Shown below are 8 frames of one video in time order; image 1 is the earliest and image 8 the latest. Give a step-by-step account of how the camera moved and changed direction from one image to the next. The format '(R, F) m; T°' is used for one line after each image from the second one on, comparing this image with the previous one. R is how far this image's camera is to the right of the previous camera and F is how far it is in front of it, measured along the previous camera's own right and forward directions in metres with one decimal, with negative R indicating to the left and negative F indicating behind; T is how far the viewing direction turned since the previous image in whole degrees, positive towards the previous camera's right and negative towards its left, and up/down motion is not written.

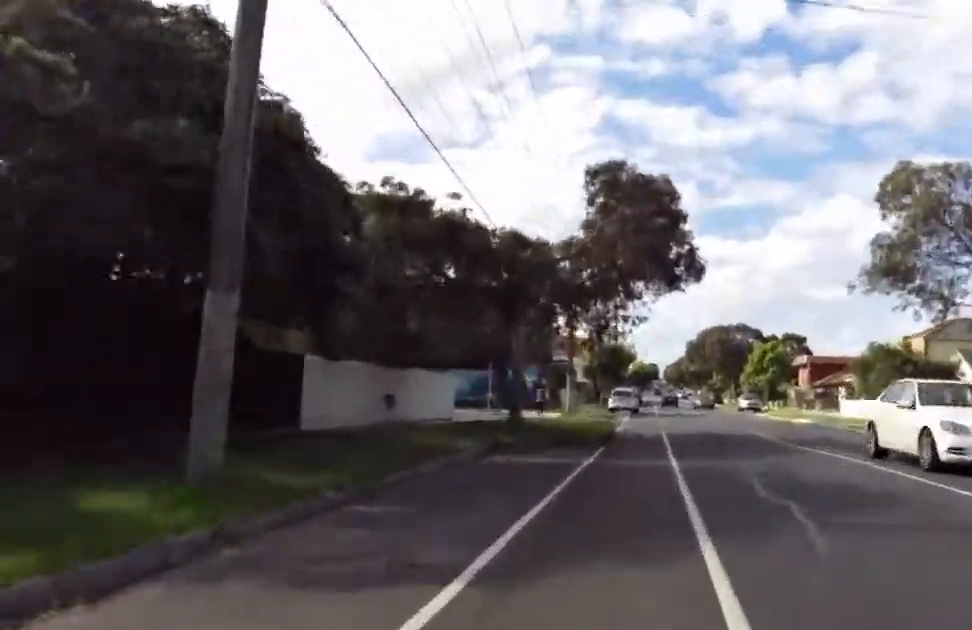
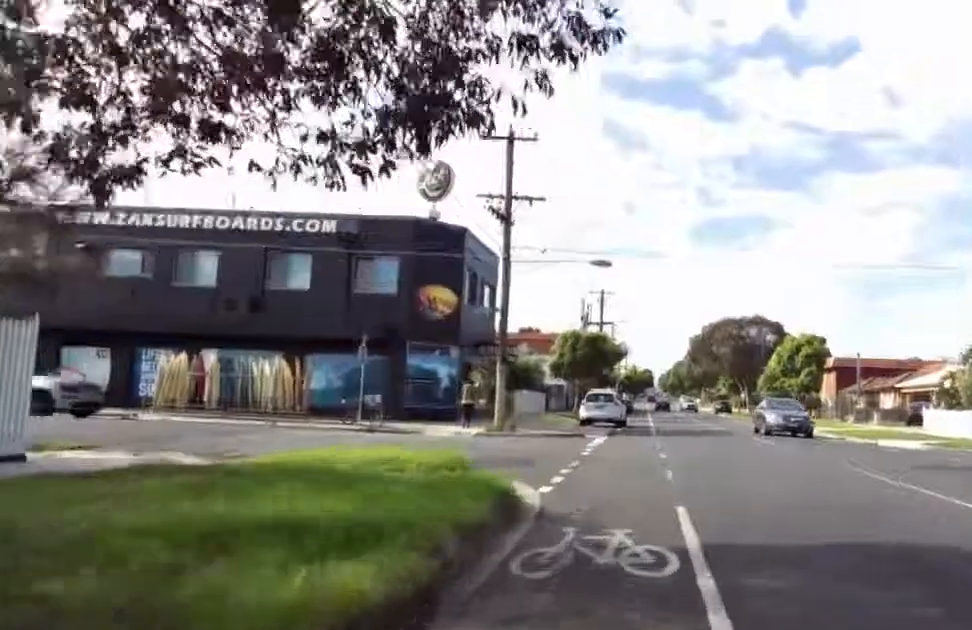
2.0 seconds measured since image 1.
(+0.1, +18.0) m; +2°
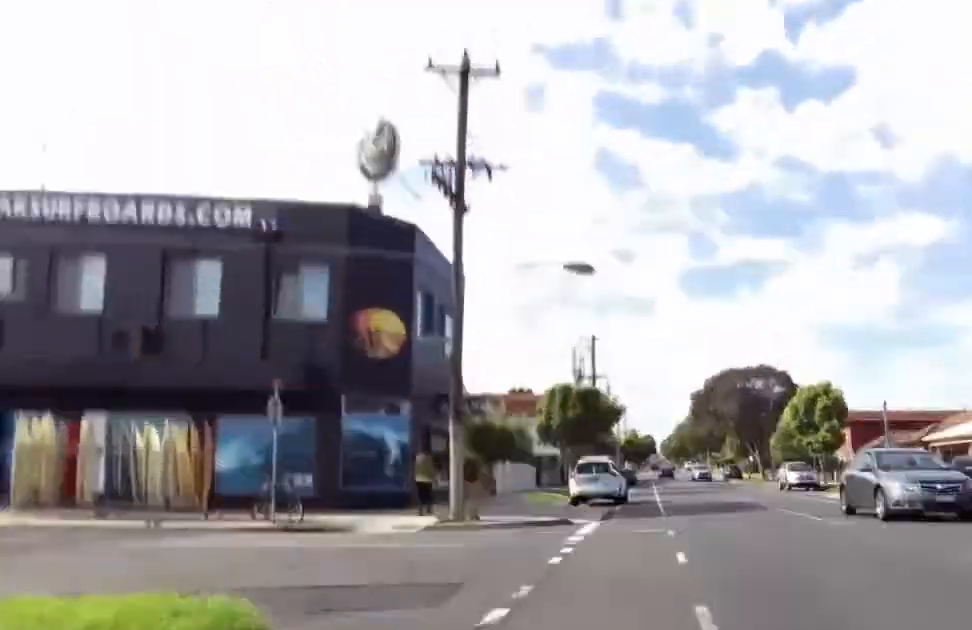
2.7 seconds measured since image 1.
(+0.3, +5.3) m; 0°
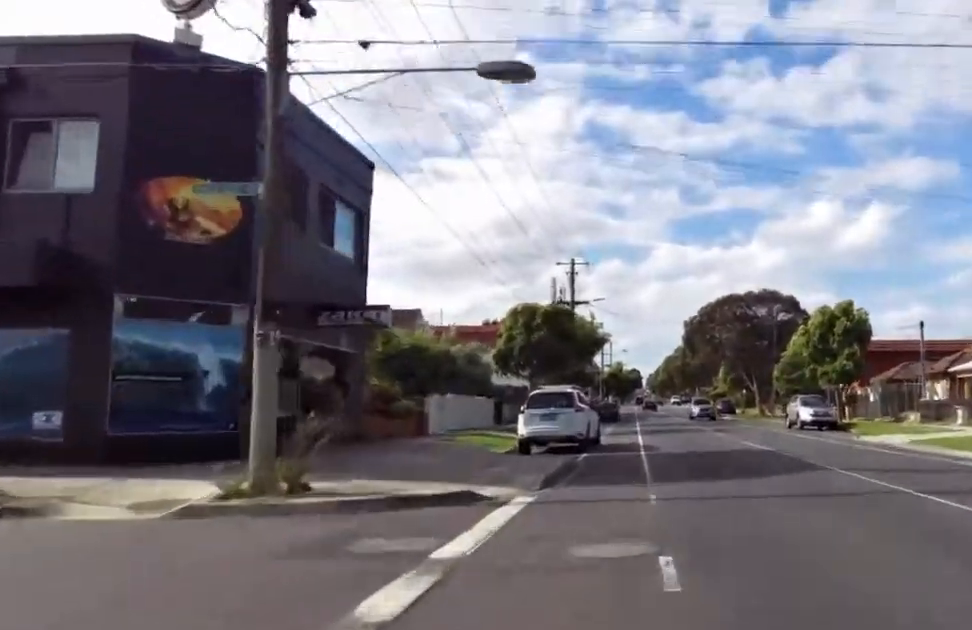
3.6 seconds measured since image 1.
(+0.1, +8.2) m; -1°
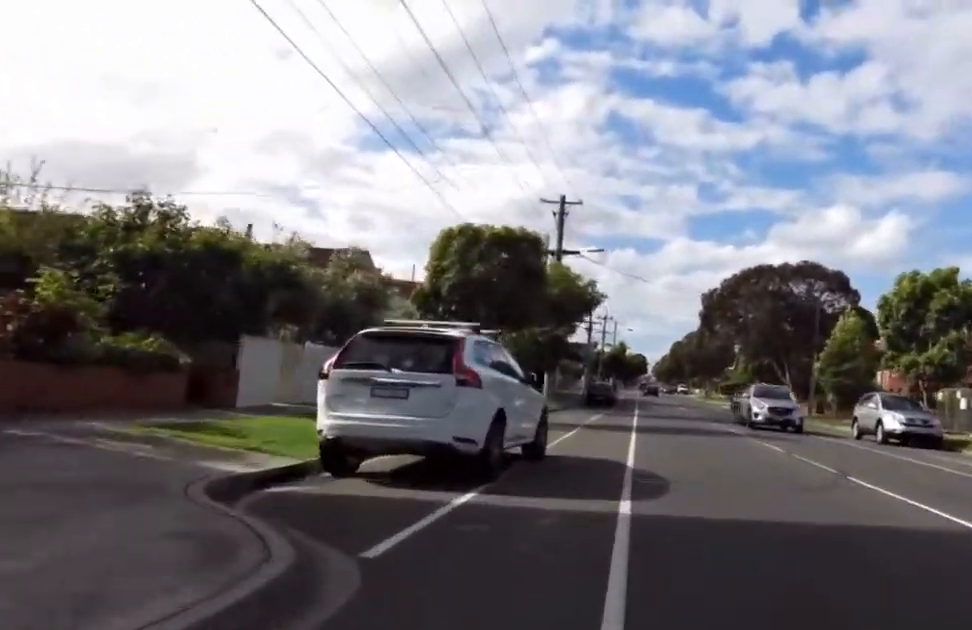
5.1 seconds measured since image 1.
(+0.1, +12.3) m; +1°
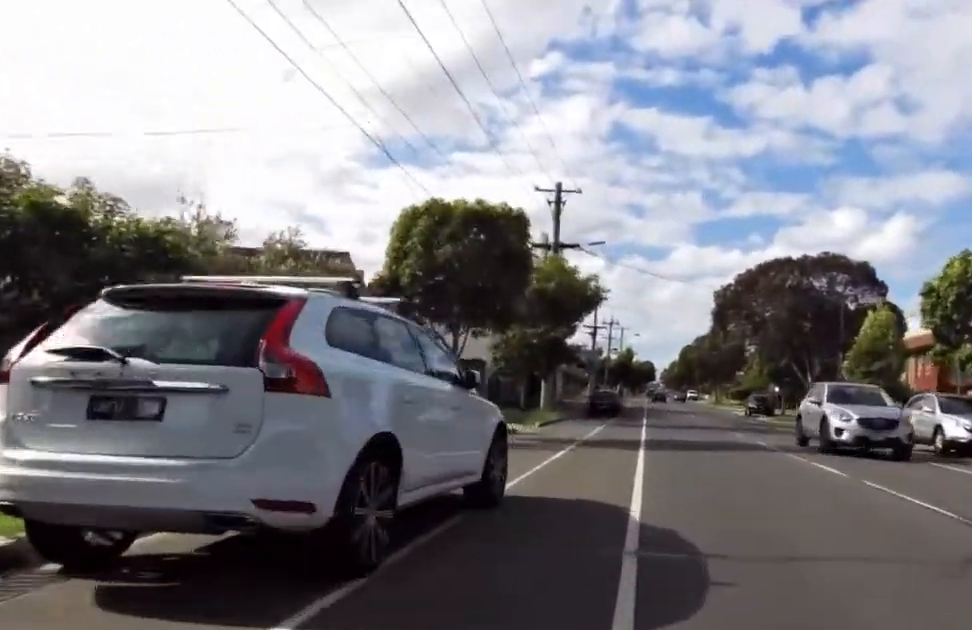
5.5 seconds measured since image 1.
(-0.1, +3.9) m; 0°
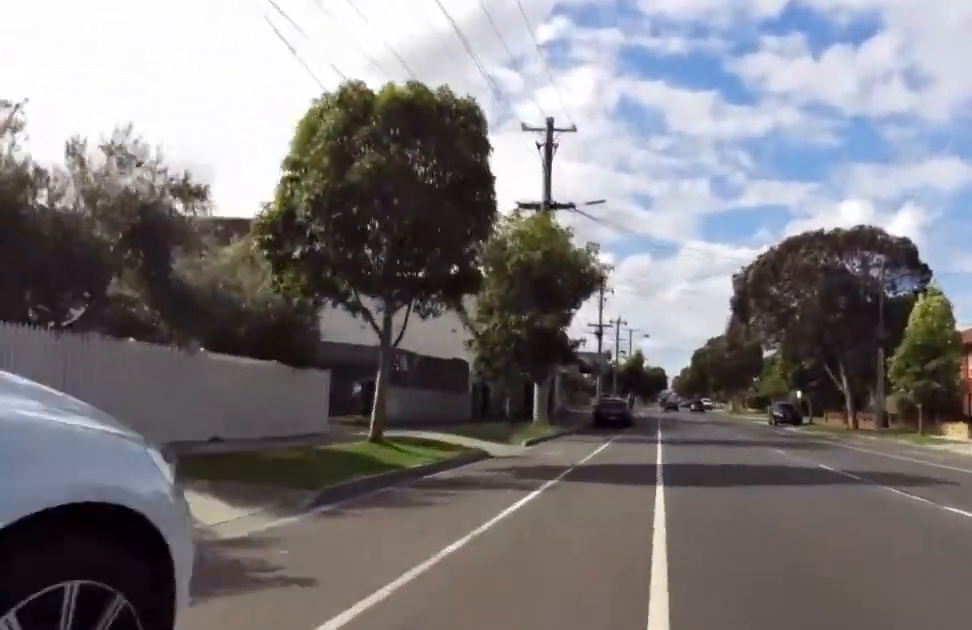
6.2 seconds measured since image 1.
(-0.5, +5.1) m; 0°
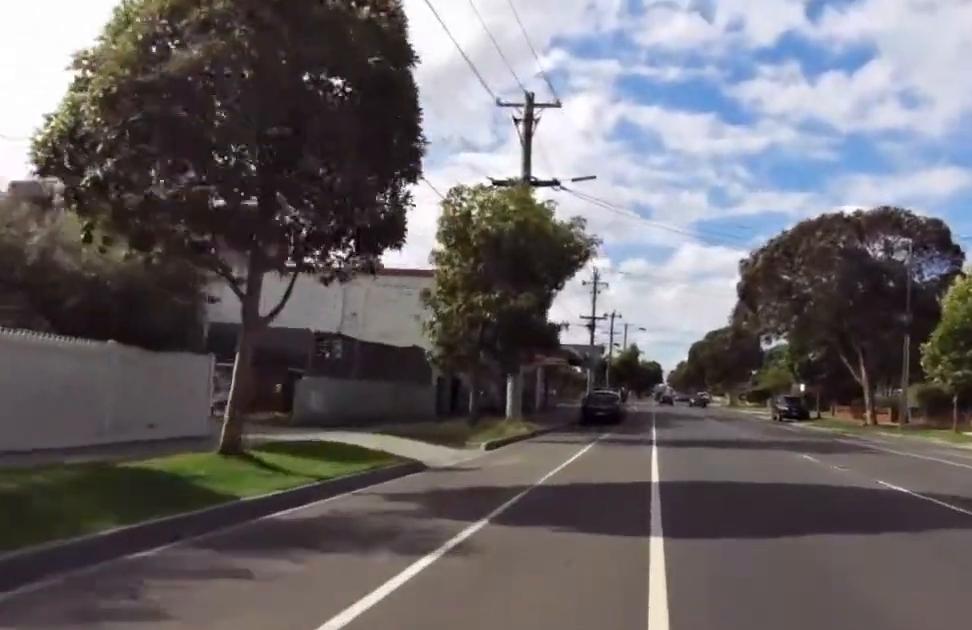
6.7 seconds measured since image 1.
(+0.3, +4.2) m; -1°
